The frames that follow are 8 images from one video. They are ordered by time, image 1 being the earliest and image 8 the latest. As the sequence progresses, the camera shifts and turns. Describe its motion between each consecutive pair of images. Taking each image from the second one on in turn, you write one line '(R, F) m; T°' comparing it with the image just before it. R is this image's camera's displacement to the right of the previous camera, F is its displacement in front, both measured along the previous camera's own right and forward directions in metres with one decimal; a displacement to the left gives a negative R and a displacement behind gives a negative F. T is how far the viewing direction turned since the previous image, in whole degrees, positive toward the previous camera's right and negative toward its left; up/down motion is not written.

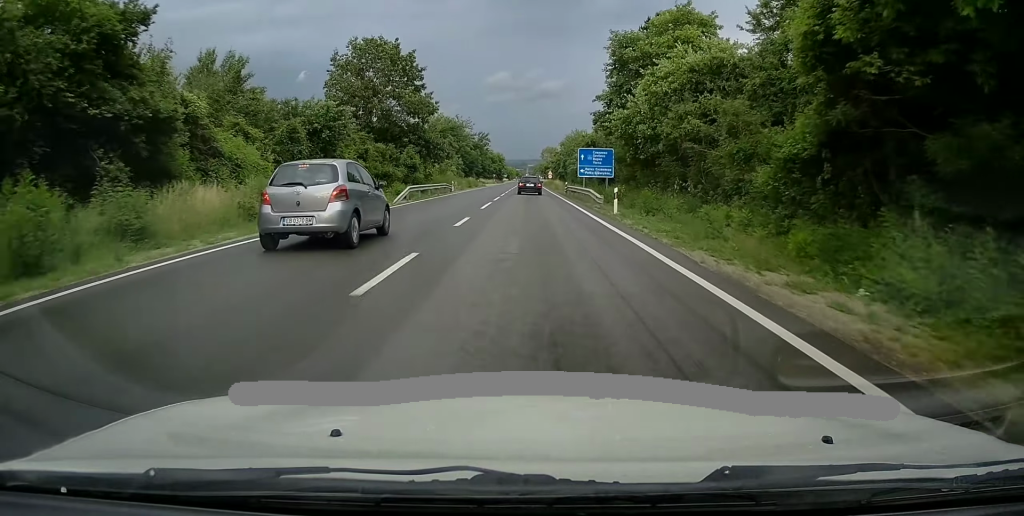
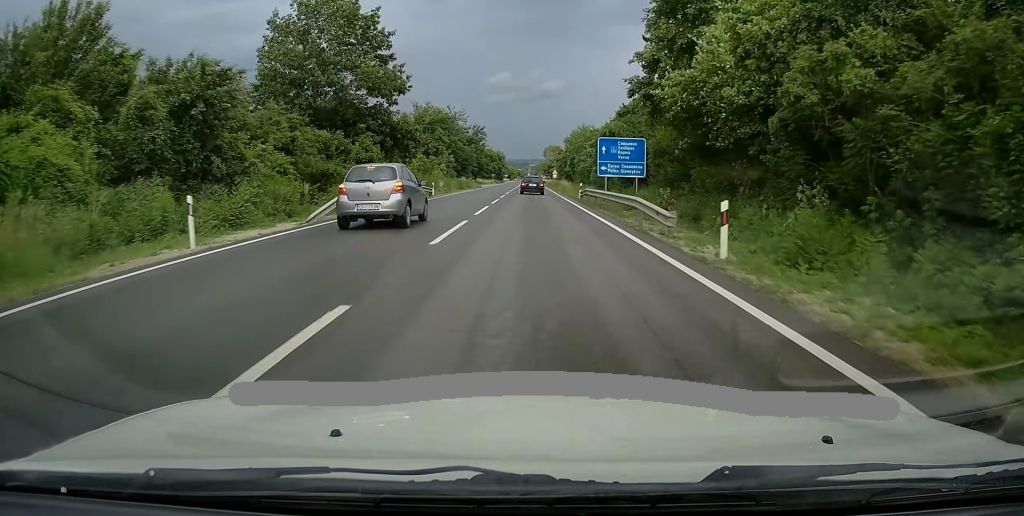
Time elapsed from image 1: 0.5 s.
(+0.3, +12.8) m; 0°
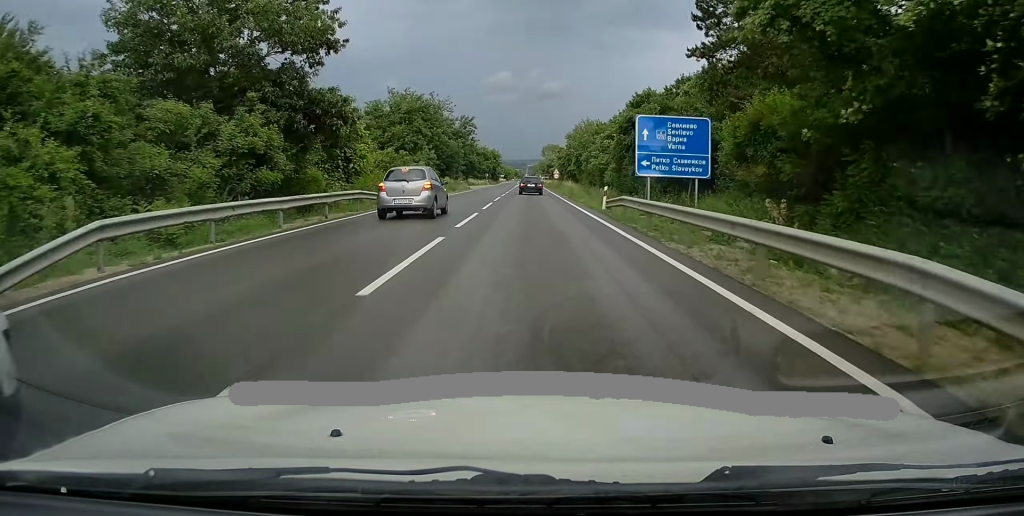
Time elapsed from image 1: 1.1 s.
(+0.2, +13.6) m; 0°
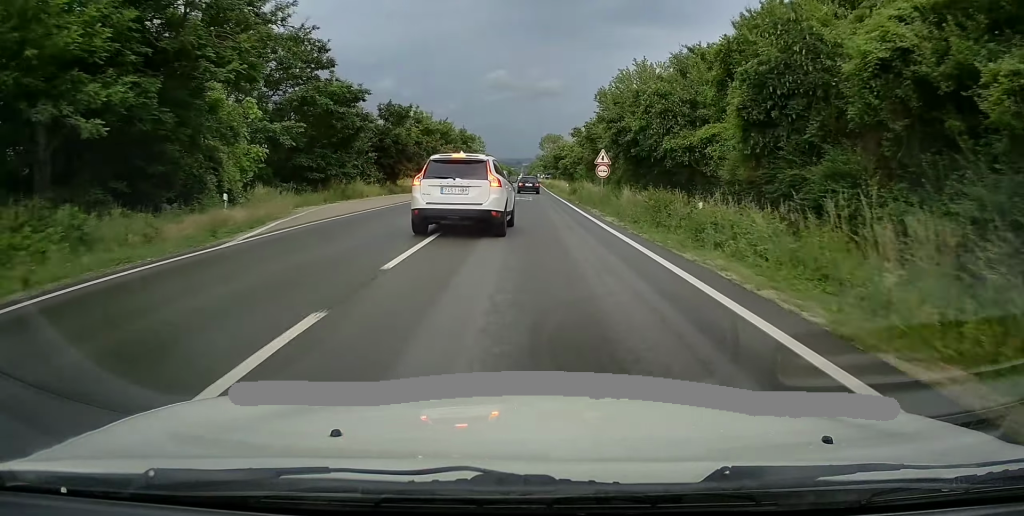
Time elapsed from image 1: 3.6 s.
(+0.3, +60.3) m; 0°
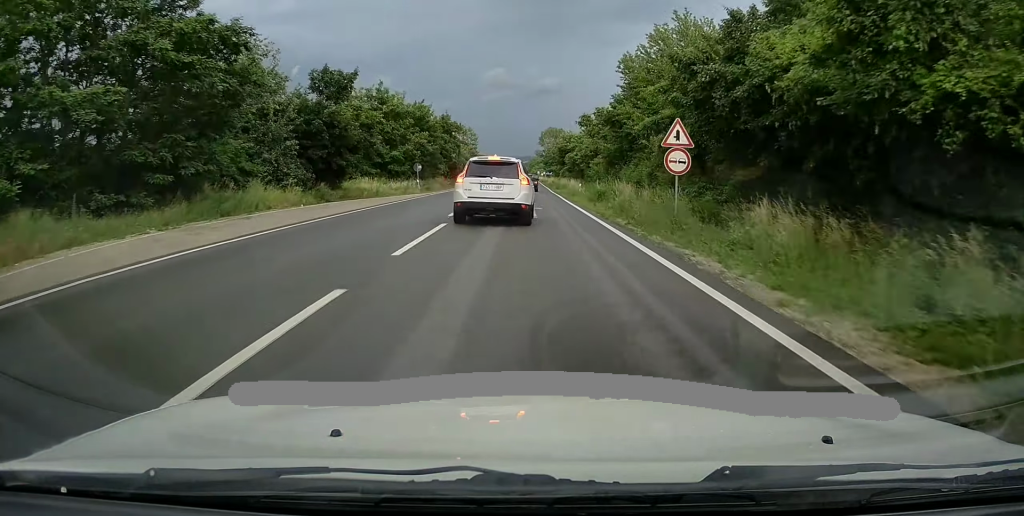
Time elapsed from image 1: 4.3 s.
(-0.1, +16.8) m; 0°
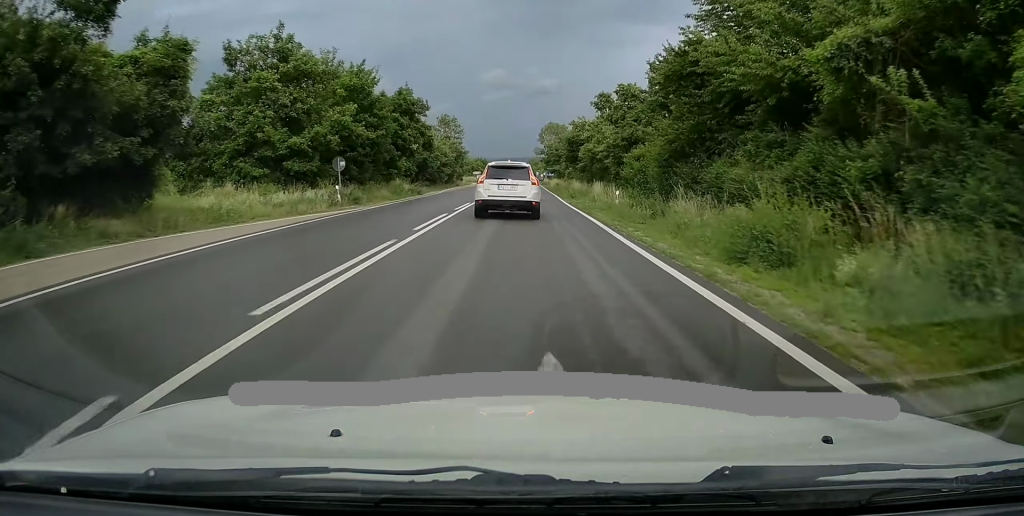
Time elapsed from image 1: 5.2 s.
(-0.2, +21.5) m; 0°
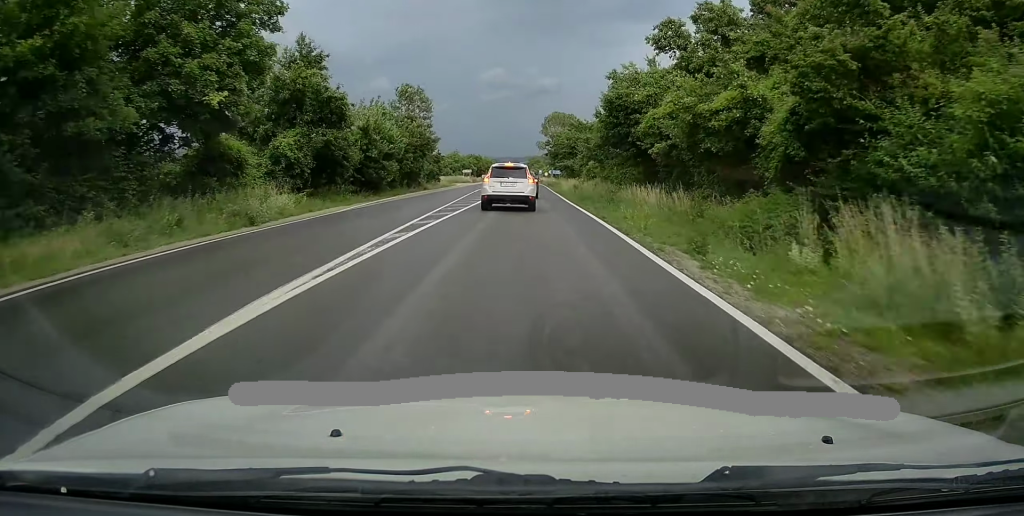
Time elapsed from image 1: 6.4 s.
(+0.4, +28.6) m; 0°
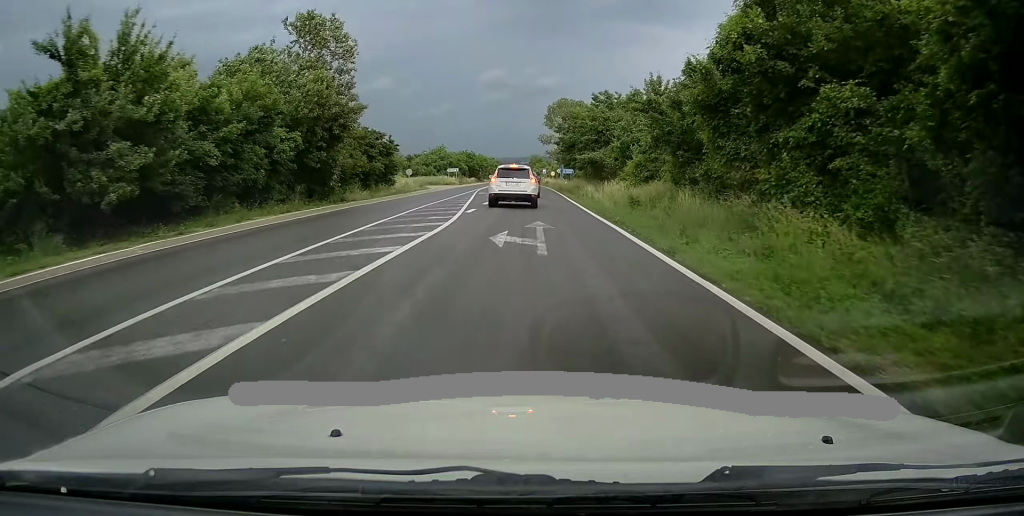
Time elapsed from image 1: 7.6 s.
(-0.3, +27.7) m; 0°
